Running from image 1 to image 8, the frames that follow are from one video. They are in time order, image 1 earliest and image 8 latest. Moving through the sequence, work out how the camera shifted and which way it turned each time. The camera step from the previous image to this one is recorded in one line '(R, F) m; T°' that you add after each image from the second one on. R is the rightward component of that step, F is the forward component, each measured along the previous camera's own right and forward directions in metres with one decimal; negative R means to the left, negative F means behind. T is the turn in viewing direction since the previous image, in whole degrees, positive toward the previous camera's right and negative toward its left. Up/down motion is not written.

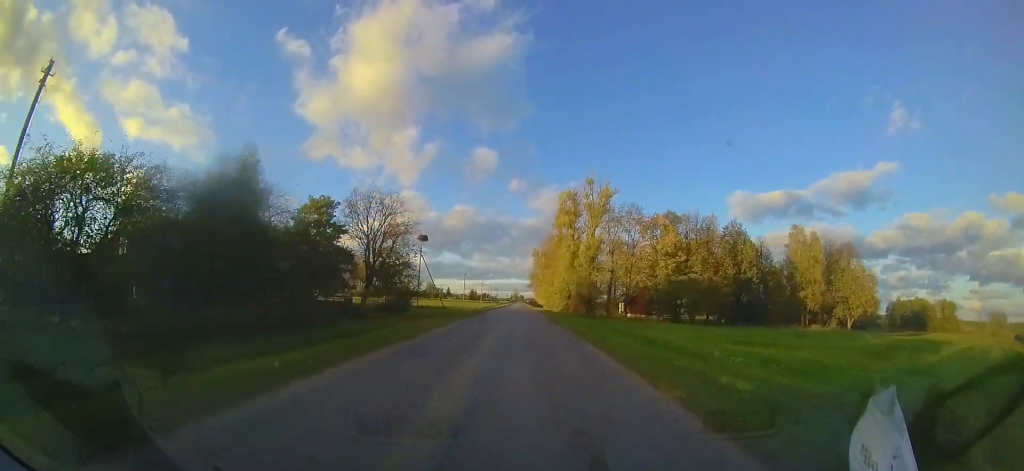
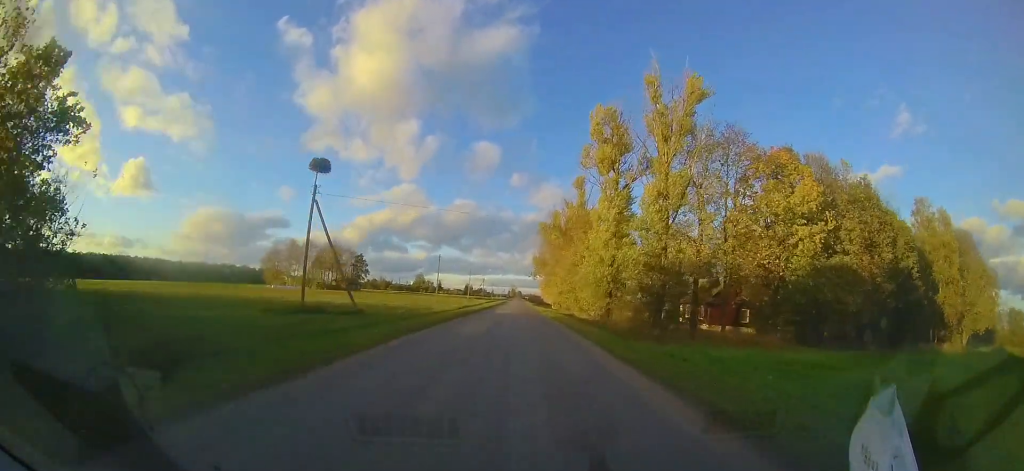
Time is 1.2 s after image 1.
(+0.6, +28.5) m; +2°
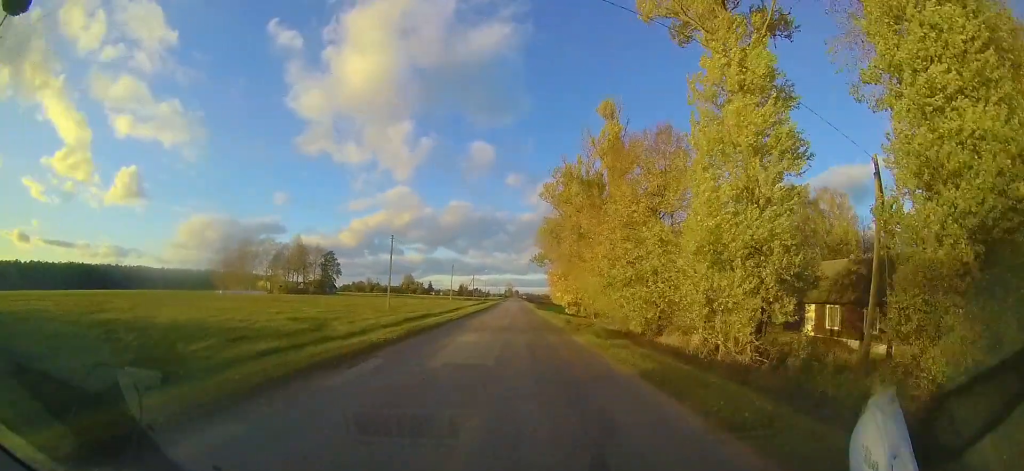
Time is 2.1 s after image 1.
(0.0, +21.9) m; -1°
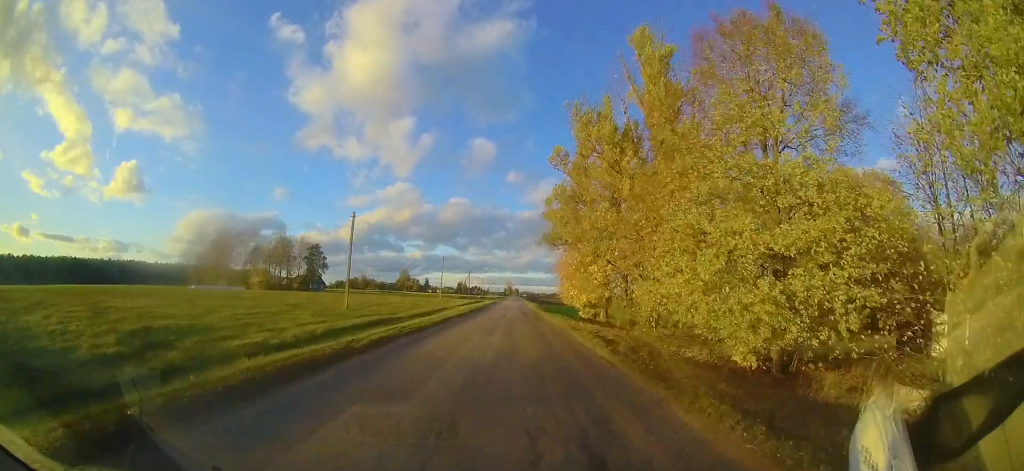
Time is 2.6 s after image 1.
(-0.1, +10.3) m; -1°
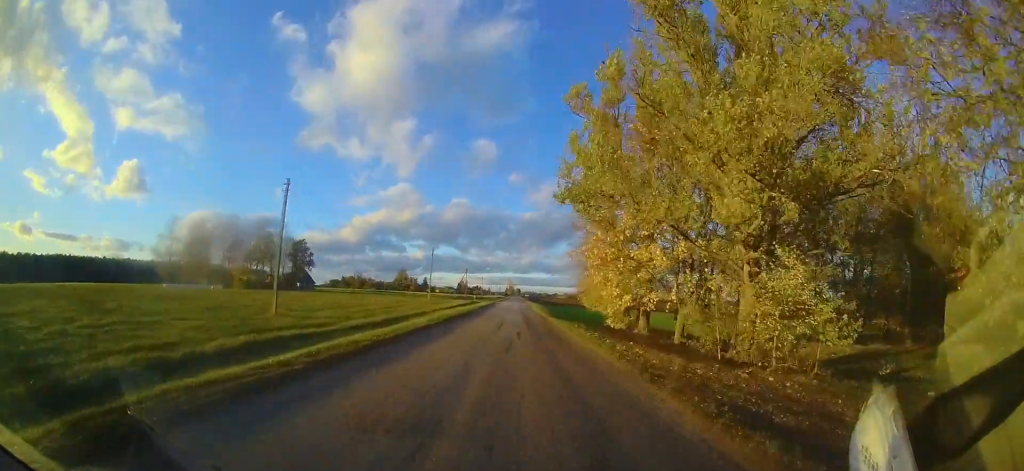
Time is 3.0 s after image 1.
(0.0, +10.7) m; -1°
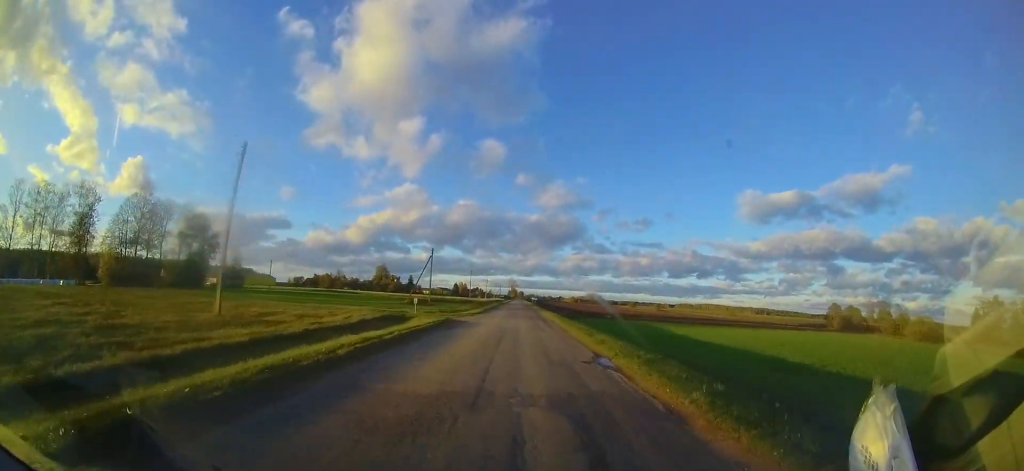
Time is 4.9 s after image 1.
(-0.4, +44.4) m; 0°
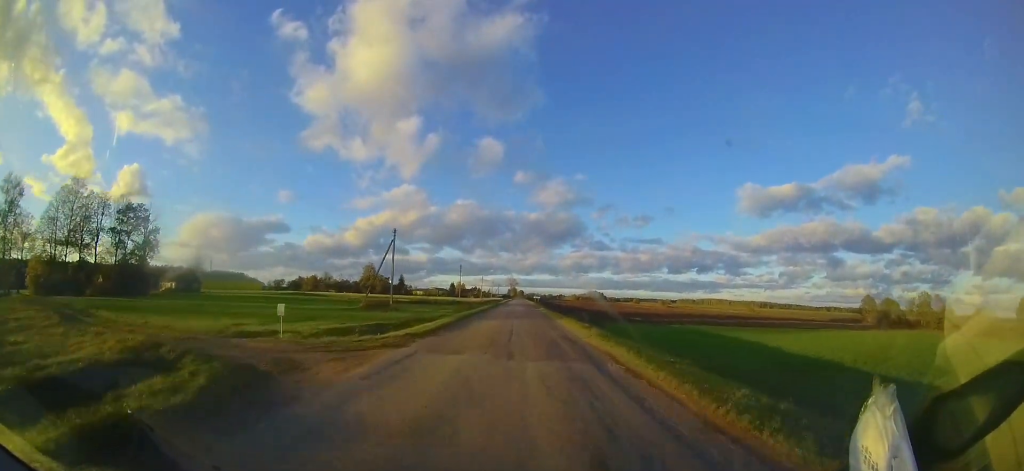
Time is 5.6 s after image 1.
(+0.1, +17.0) m; +1°
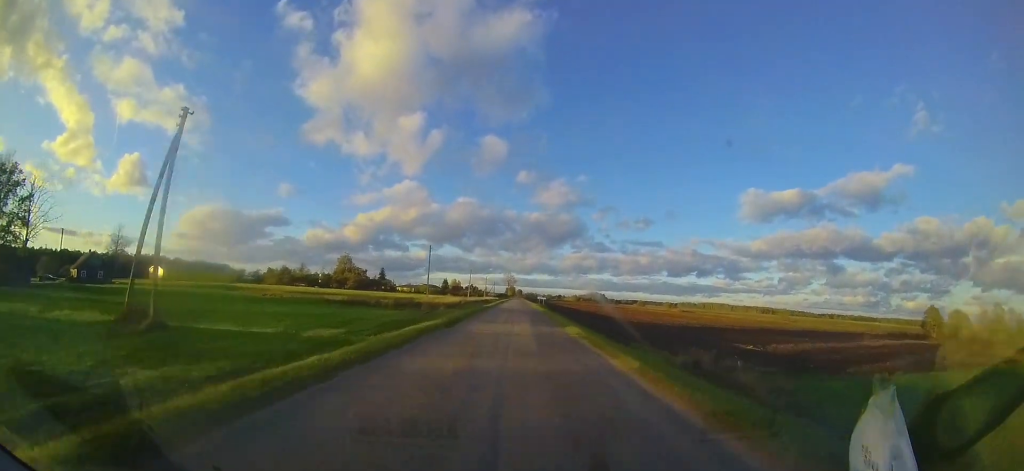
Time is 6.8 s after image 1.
(+0.2, +27.4) m; +1°
